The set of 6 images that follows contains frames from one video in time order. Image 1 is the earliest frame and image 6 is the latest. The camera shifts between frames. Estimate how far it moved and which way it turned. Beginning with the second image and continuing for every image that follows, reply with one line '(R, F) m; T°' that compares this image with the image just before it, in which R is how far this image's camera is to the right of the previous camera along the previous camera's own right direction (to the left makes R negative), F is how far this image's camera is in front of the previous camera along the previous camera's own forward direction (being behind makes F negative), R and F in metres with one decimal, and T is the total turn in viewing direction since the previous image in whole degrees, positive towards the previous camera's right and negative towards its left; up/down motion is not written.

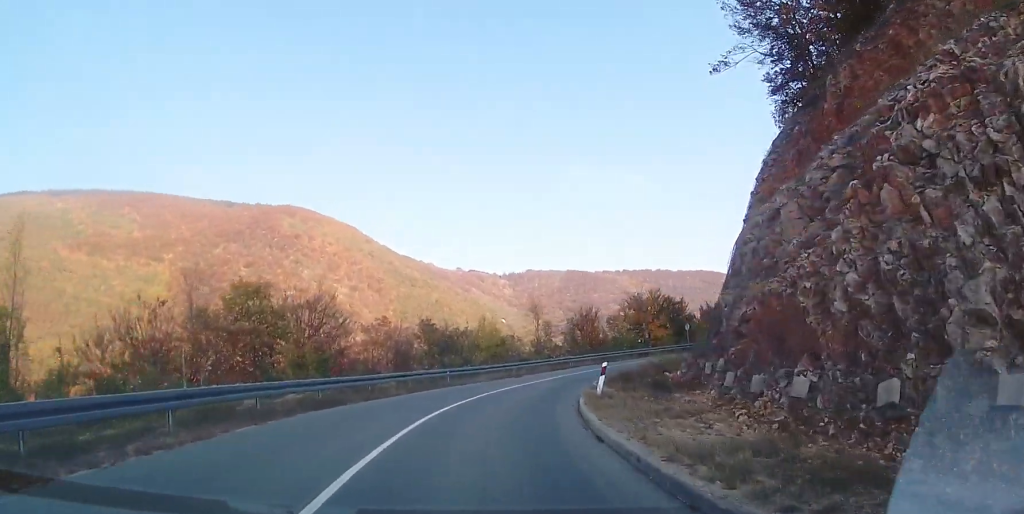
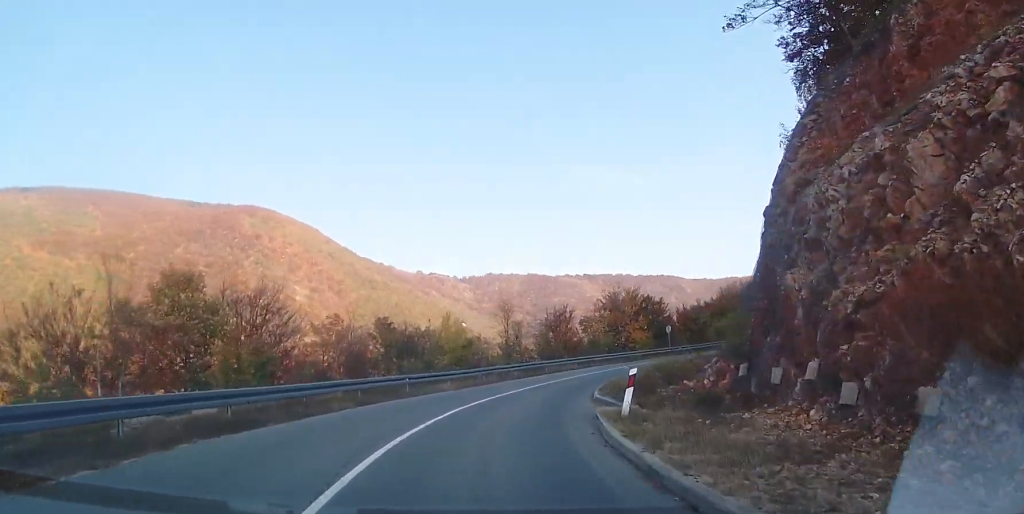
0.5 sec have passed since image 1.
(+0.3, +5.4) m; +5°
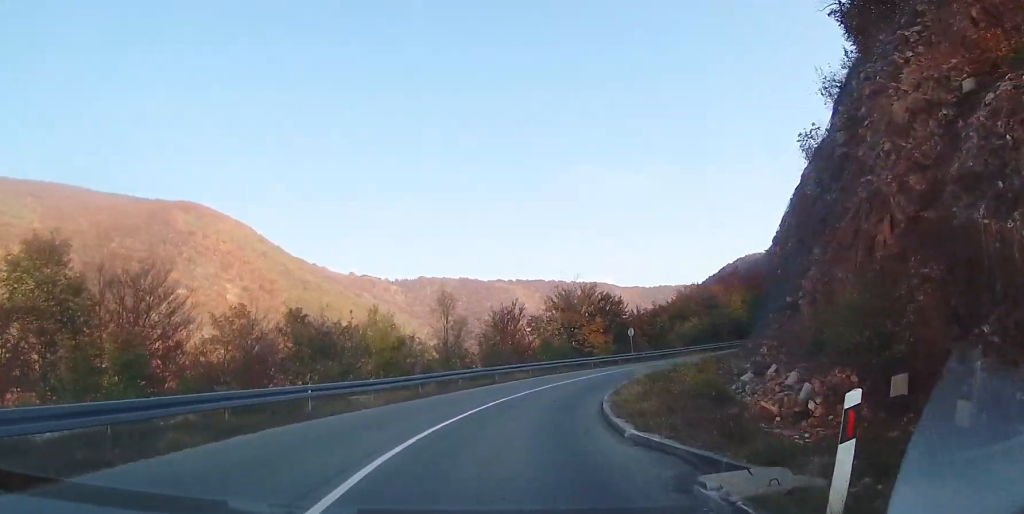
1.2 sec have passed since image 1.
(+0.6, +8.0) m; +7°
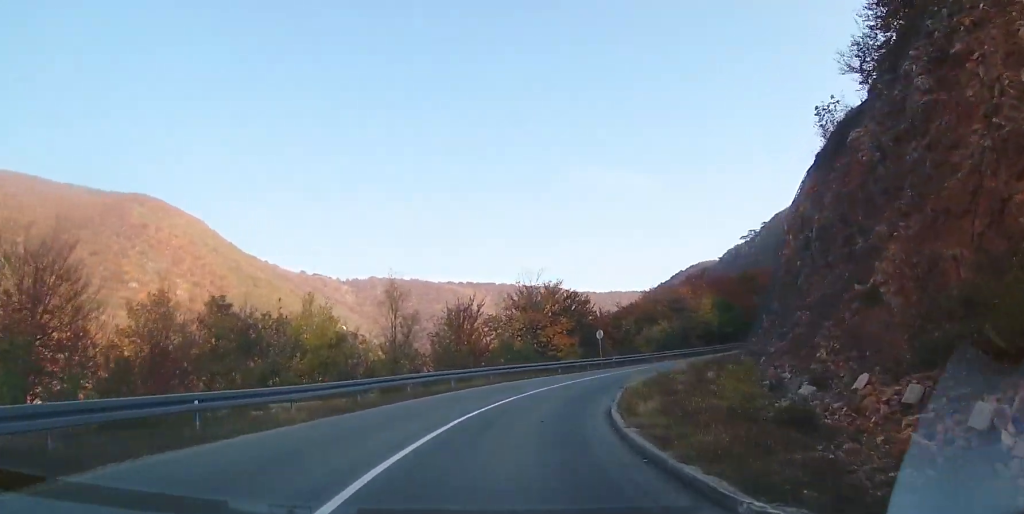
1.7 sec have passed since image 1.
(+0.3, +5.2) m; +5°
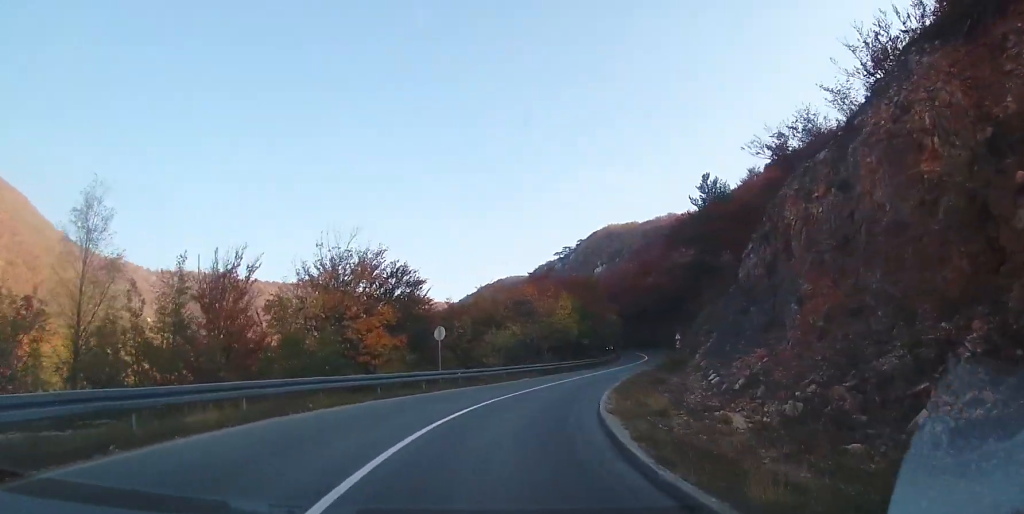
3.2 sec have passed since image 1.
(+2.3, +16.2) m; +26°
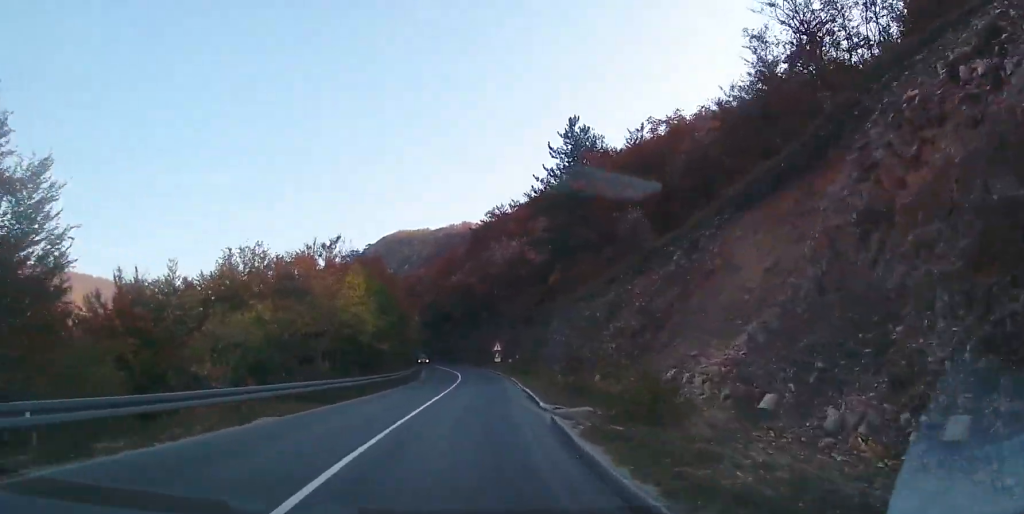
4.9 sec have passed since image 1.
(+4.6, +20.7) m; +13°
